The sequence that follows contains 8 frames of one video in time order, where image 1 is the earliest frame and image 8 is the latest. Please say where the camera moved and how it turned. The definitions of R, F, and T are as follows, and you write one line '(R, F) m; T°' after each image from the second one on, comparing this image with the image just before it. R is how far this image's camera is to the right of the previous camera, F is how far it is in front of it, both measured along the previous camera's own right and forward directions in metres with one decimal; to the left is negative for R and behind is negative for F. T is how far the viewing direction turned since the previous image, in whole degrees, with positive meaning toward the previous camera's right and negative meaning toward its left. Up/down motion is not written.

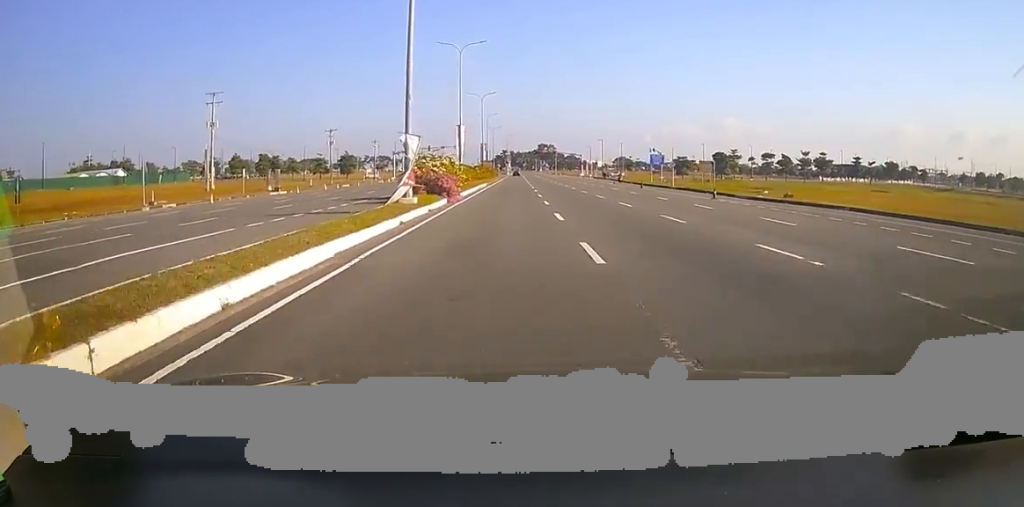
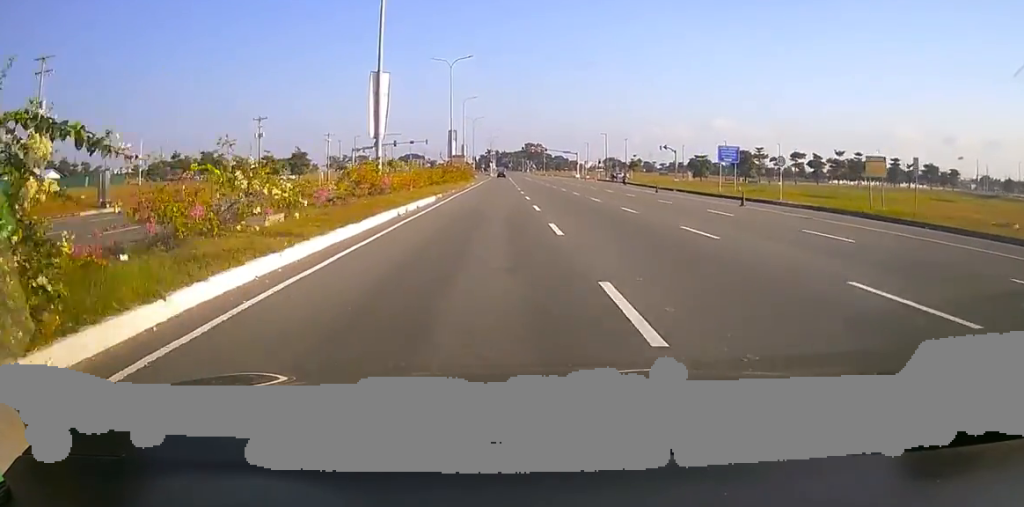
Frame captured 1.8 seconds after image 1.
(+0.4, +31.3) m; -1°
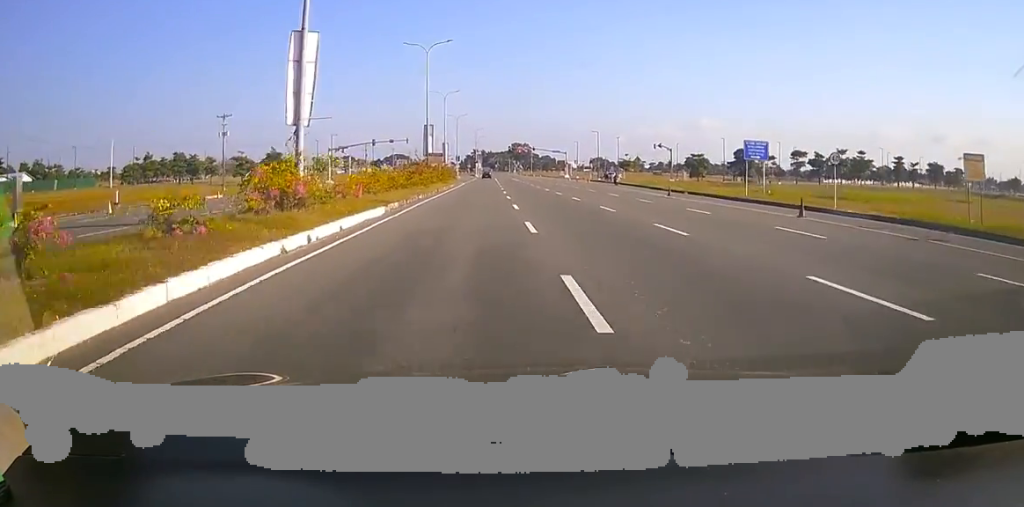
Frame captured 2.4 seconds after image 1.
(-0.7, +8.4) m; 0°
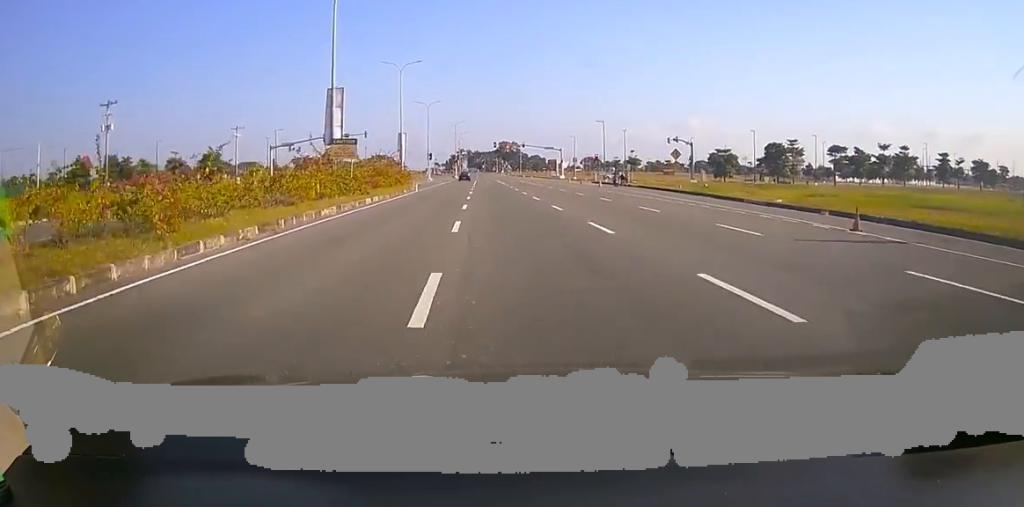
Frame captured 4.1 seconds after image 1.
(+2.5, +26.3) m; +4°
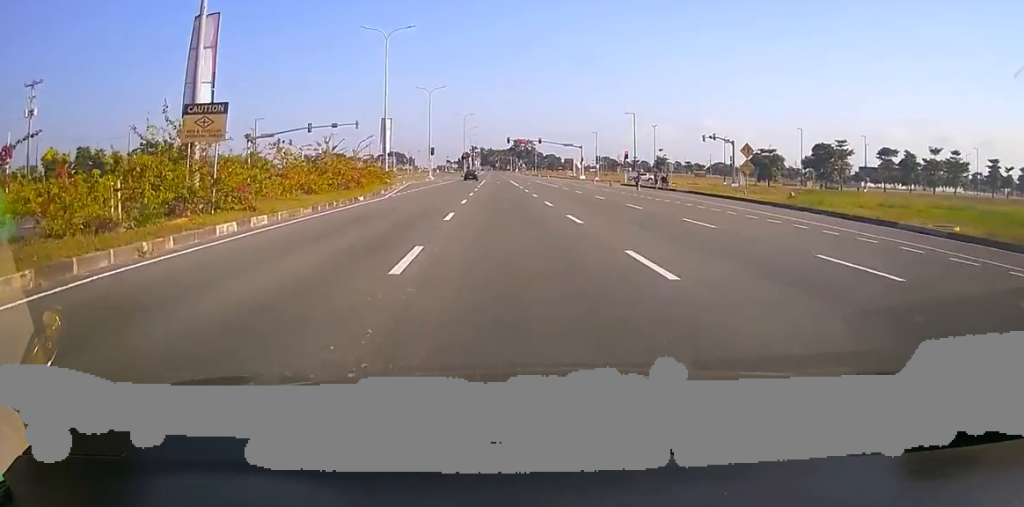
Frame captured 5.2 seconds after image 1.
(-1.0, +14.8) m; -4°
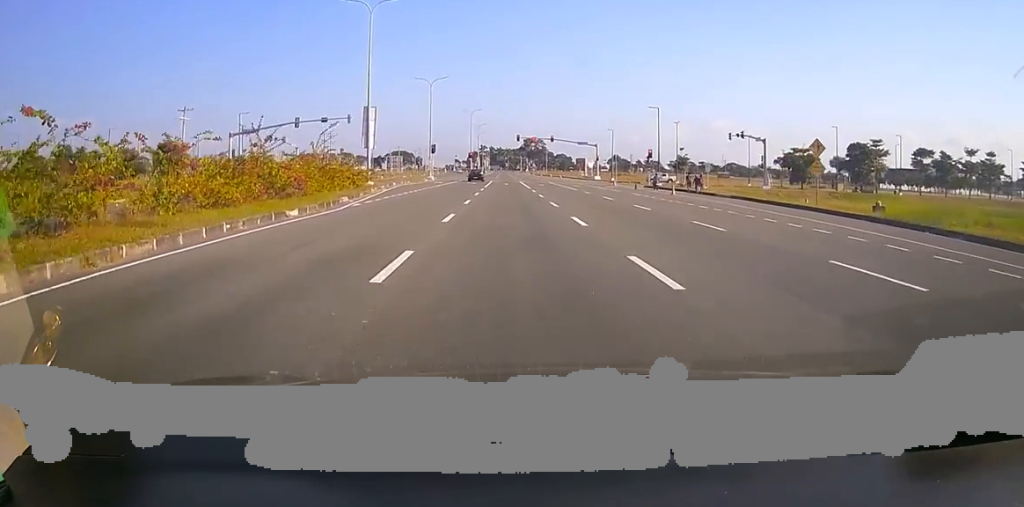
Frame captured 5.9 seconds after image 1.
(-0.1, +9.6) m; 0°
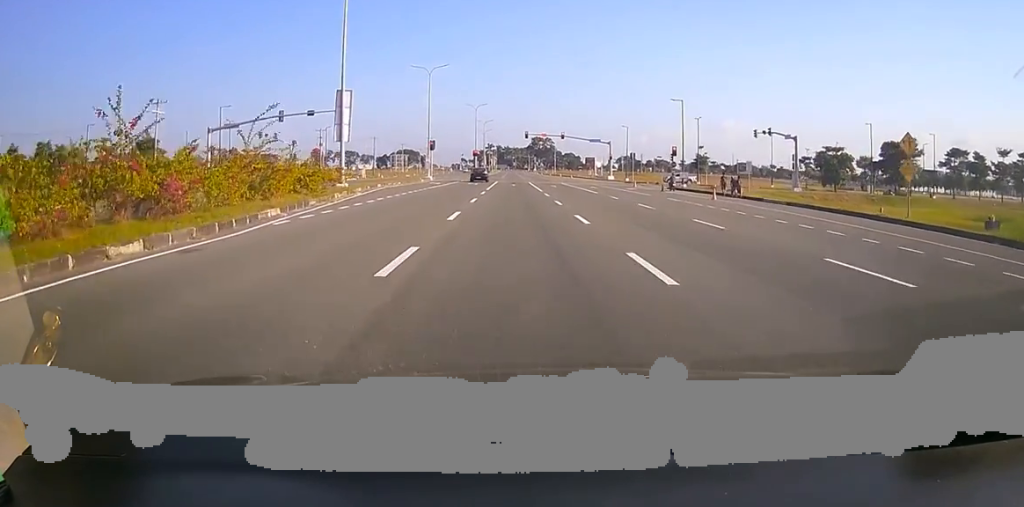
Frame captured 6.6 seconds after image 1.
(+0.6, +8.7) m; +1°
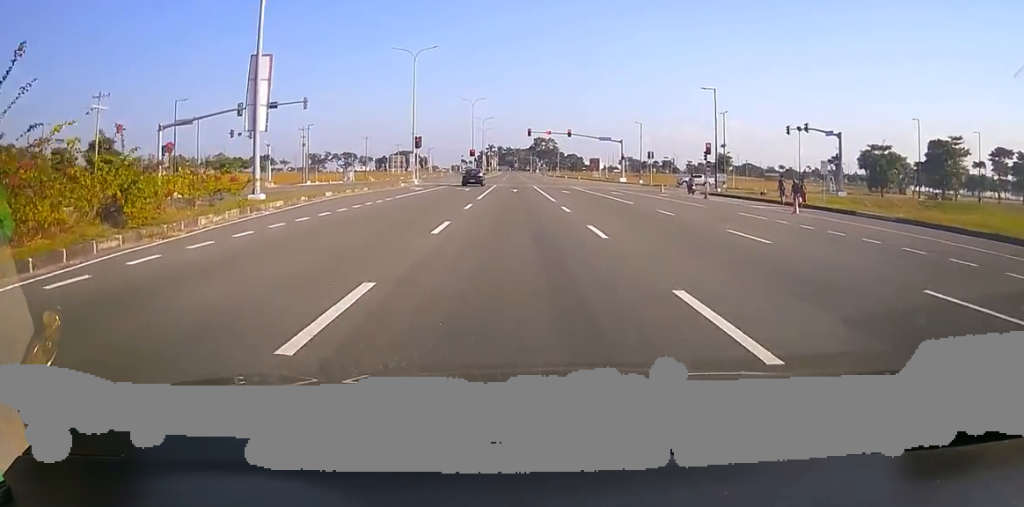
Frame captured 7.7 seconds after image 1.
(-0.7, +12.2) m; -4°
